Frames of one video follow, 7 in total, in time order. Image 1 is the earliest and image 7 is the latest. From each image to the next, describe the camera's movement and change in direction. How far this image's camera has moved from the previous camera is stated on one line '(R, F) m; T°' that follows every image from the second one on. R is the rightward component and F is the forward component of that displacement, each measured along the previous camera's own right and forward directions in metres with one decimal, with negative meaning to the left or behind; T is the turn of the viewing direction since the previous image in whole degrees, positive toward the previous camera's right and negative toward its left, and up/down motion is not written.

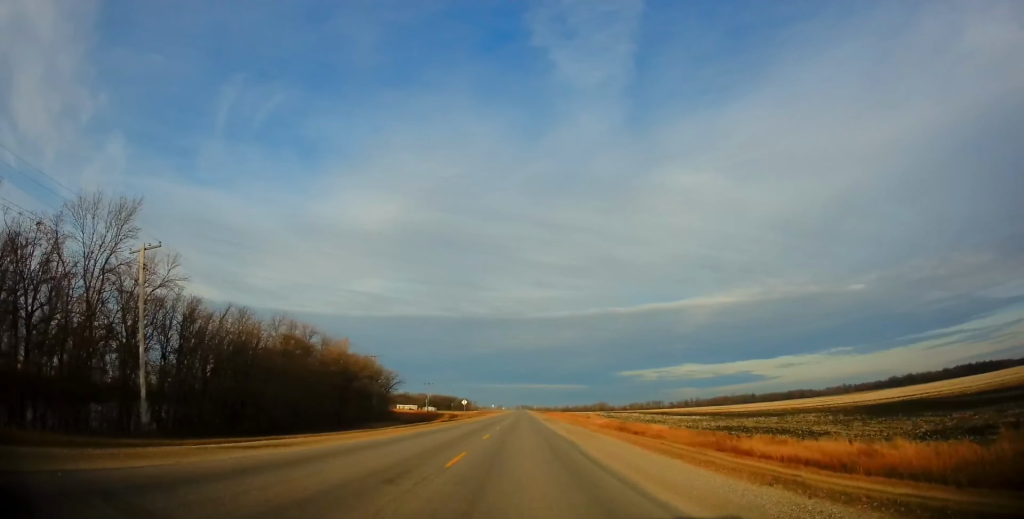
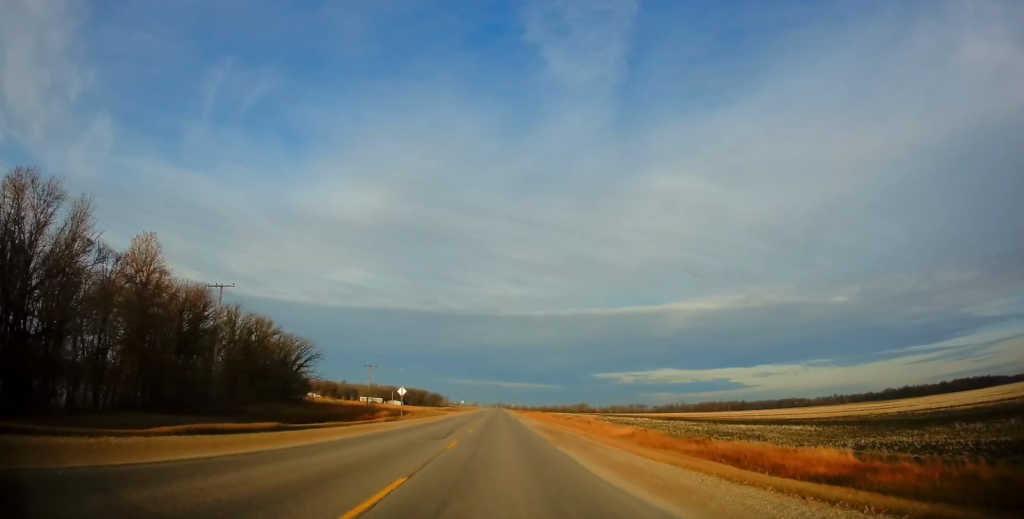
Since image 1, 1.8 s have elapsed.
(+2.0, +42.9) m; +4°
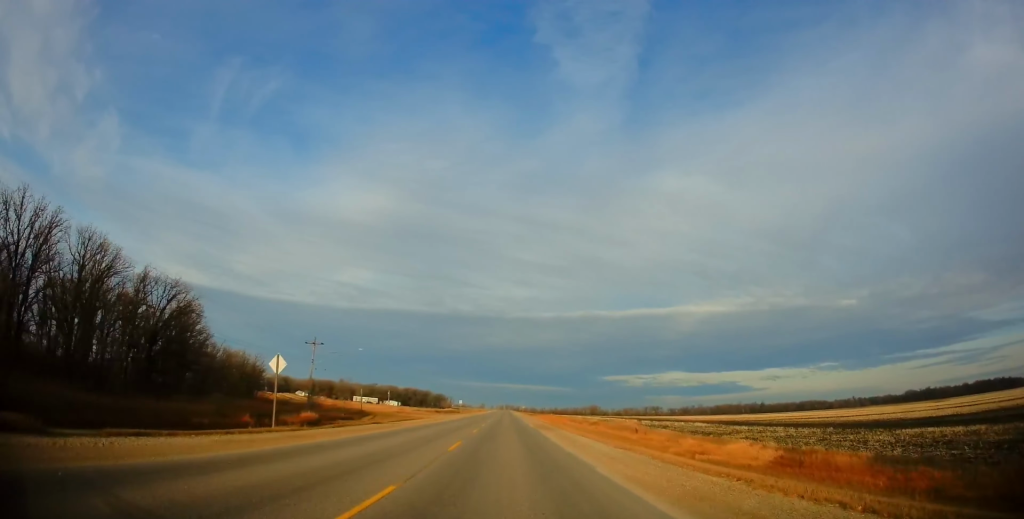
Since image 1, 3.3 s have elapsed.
(+0.1, +36.6) m; 0°
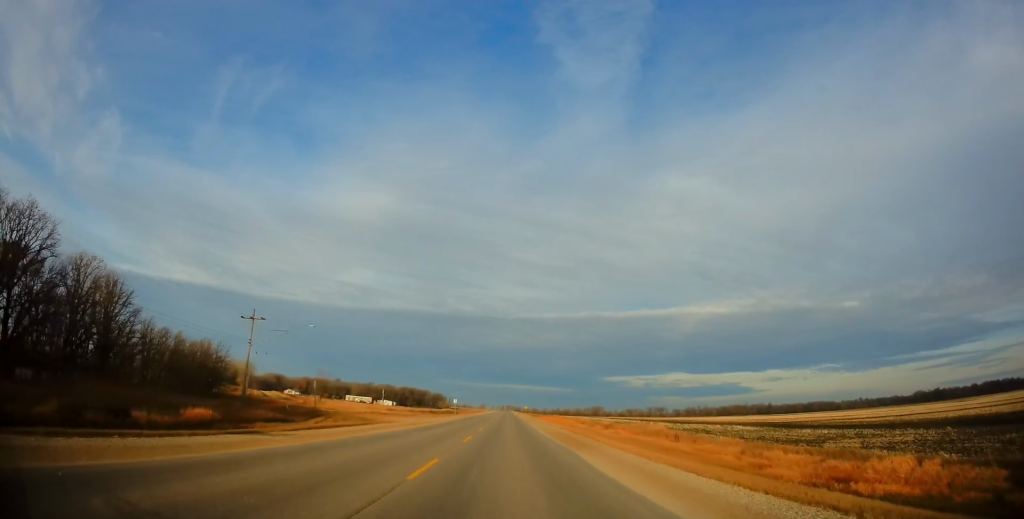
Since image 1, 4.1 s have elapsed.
(+0.1, +18.7) m; 0°
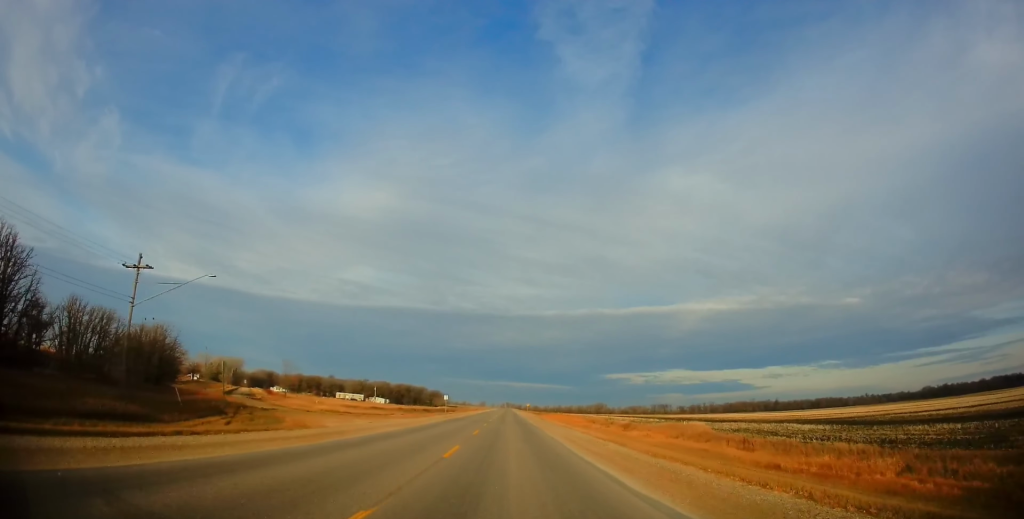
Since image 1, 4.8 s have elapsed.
(-0.2, +19.1) m; +1°
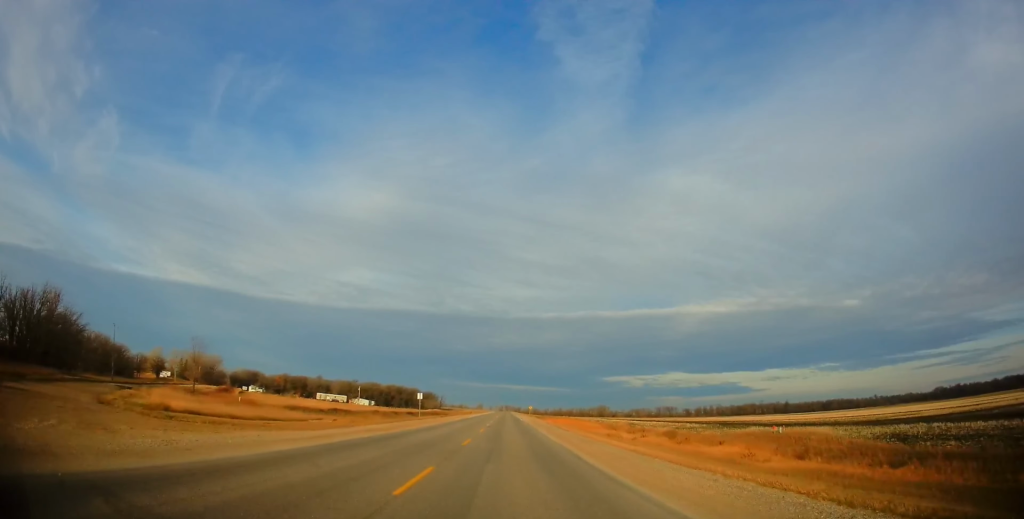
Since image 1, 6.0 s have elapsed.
(+0.6, +30.4) m; 0°
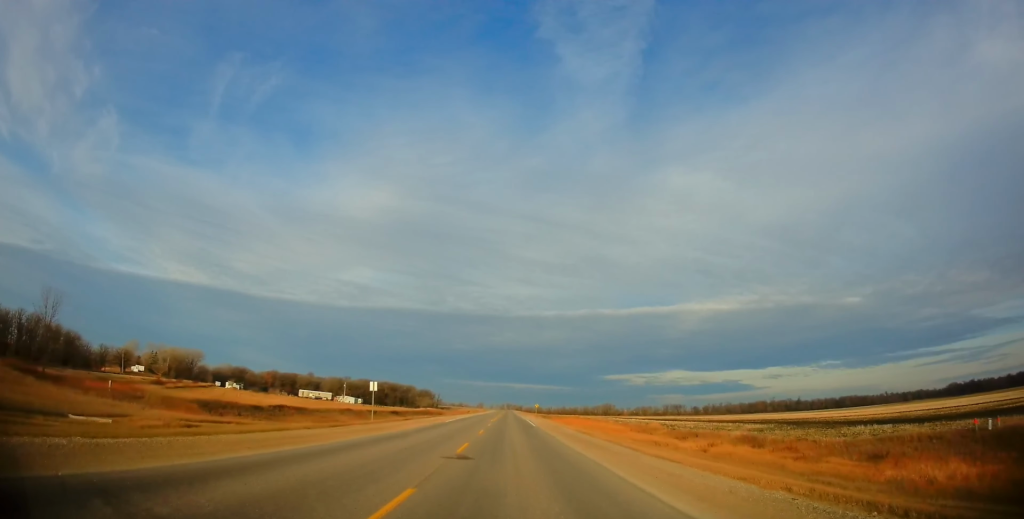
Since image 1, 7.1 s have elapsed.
(-0.7, +27.7) m; -2°
